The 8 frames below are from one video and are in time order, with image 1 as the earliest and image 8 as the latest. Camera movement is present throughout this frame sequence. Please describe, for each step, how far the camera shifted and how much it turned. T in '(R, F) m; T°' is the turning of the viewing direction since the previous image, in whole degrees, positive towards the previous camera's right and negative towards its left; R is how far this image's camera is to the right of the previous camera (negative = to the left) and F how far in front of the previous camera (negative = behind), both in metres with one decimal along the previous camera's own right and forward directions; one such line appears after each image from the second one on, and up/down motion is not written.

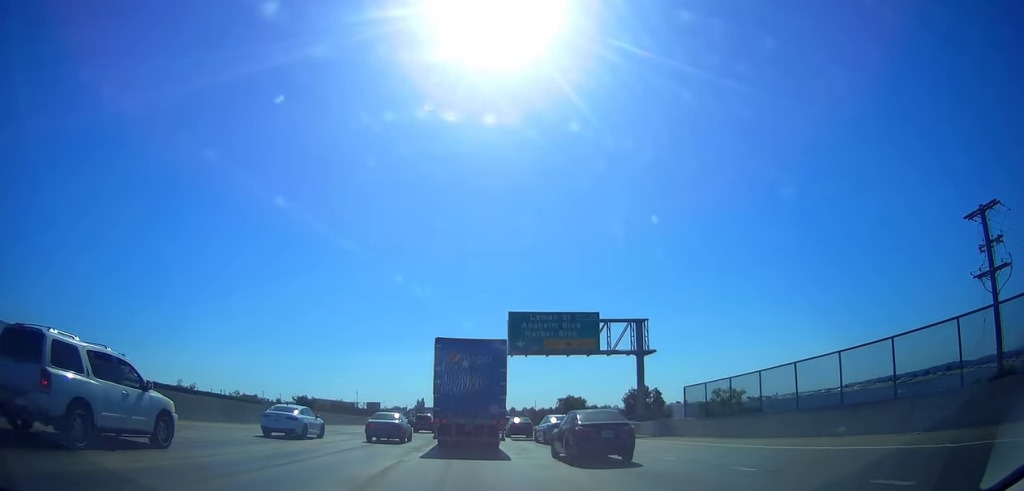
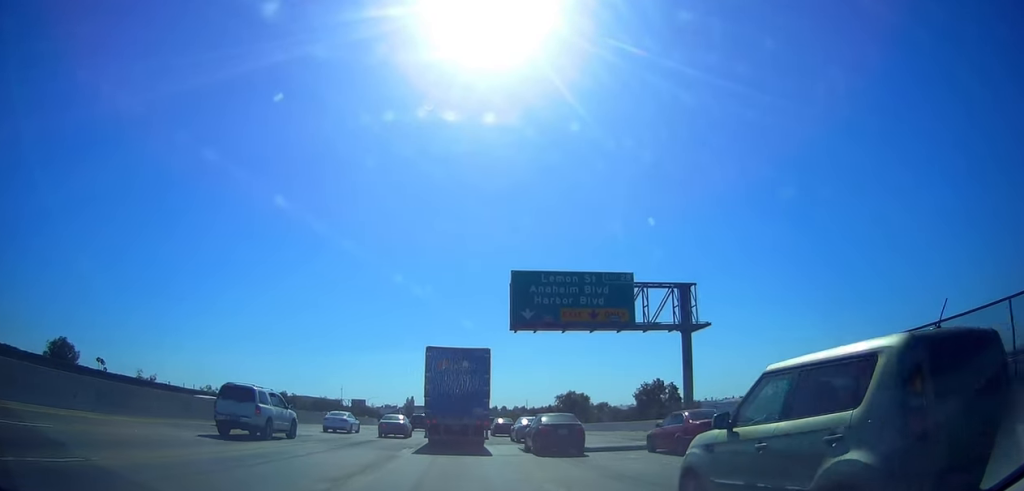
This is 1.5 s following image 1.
(0.0, +11.2) m; 0°
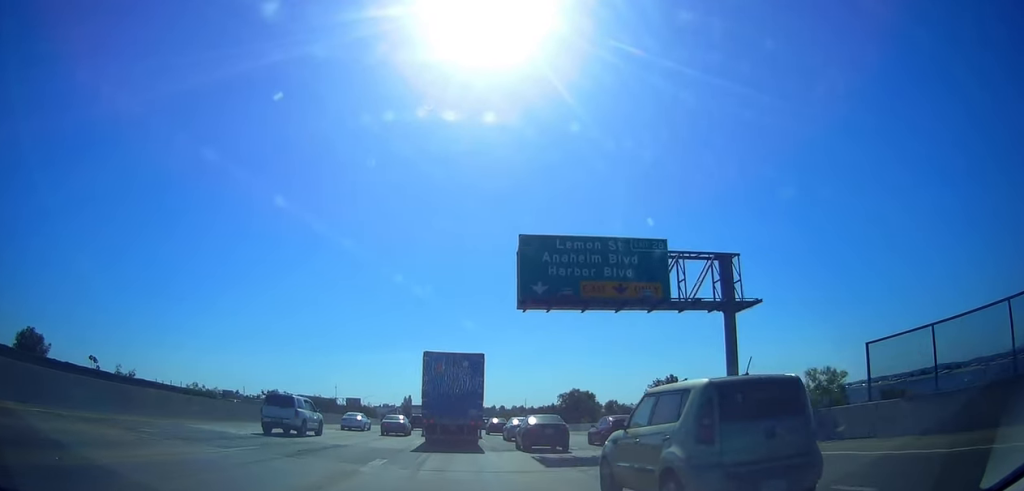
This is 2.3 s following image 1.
(0.0, +5.8) m; 0°
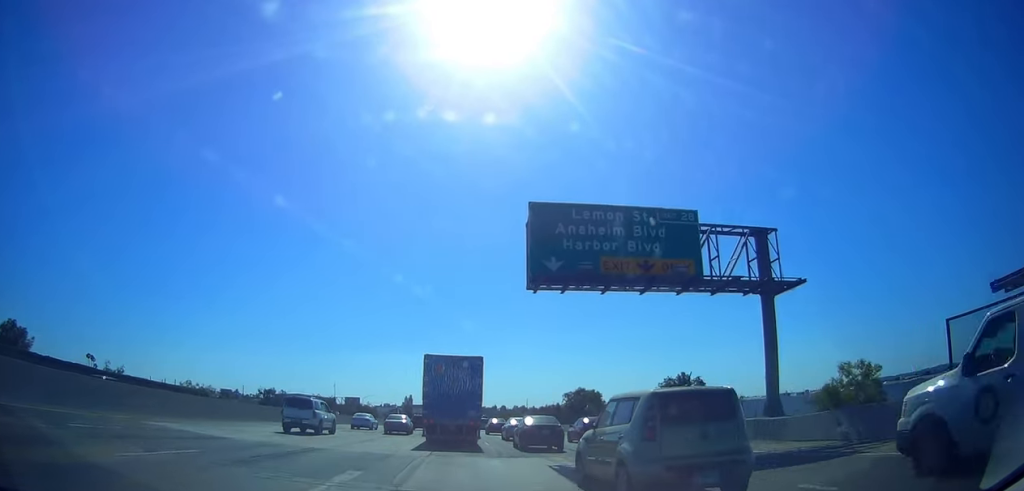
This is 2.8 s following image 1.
(0.0, +3.4) m; 0°
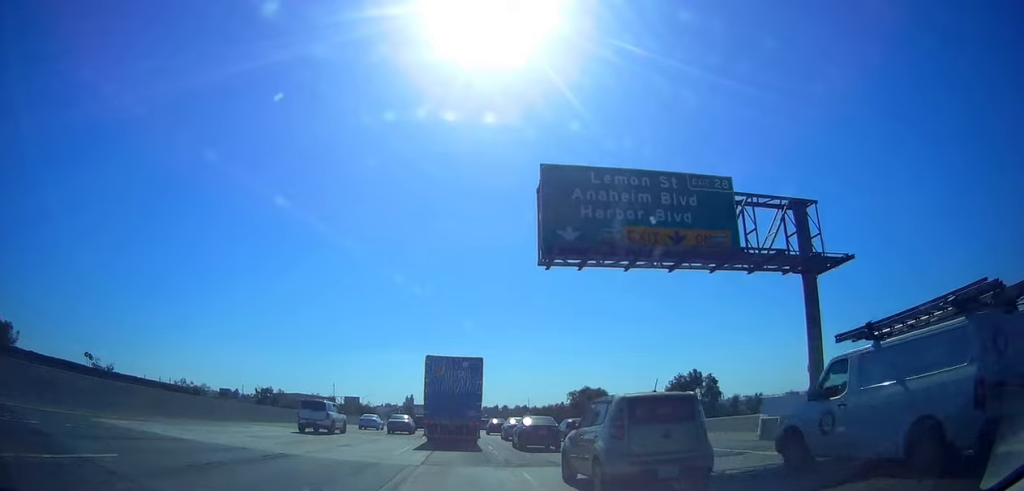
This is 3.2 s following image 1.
(0.0, +3.0) m; 0°
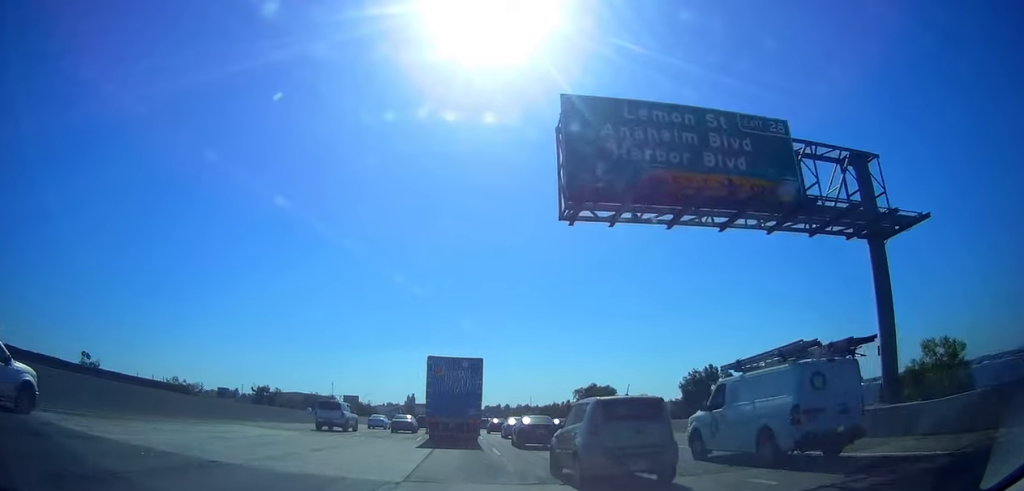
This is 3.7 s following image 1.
(0.0, +3.8) m; 0°
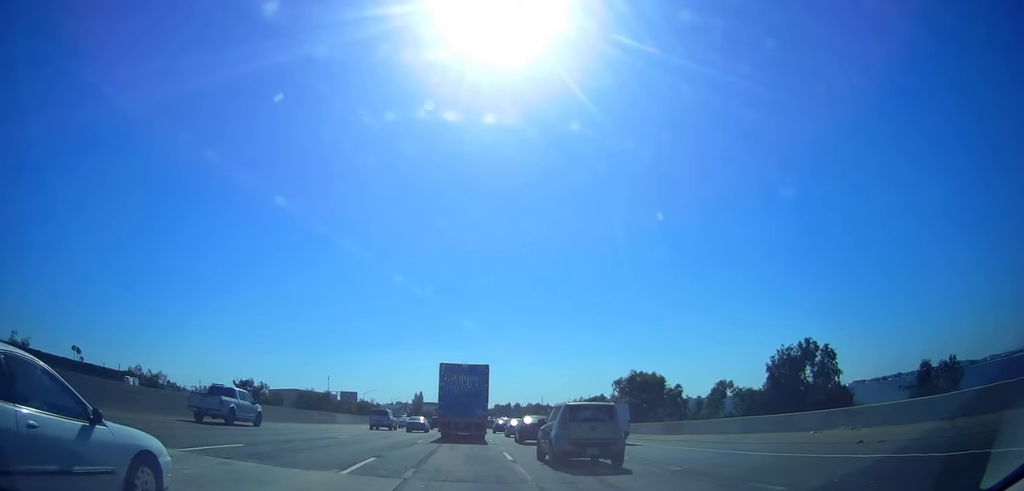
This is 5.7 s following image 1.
(0.0, +17.0) m; 0°
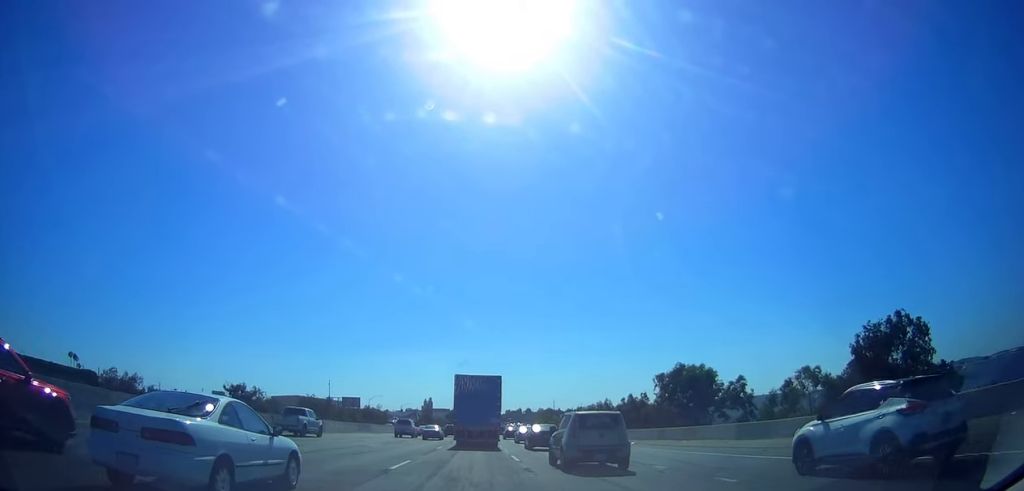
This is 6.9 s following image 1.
(0.0, +10.3) m; 0°
